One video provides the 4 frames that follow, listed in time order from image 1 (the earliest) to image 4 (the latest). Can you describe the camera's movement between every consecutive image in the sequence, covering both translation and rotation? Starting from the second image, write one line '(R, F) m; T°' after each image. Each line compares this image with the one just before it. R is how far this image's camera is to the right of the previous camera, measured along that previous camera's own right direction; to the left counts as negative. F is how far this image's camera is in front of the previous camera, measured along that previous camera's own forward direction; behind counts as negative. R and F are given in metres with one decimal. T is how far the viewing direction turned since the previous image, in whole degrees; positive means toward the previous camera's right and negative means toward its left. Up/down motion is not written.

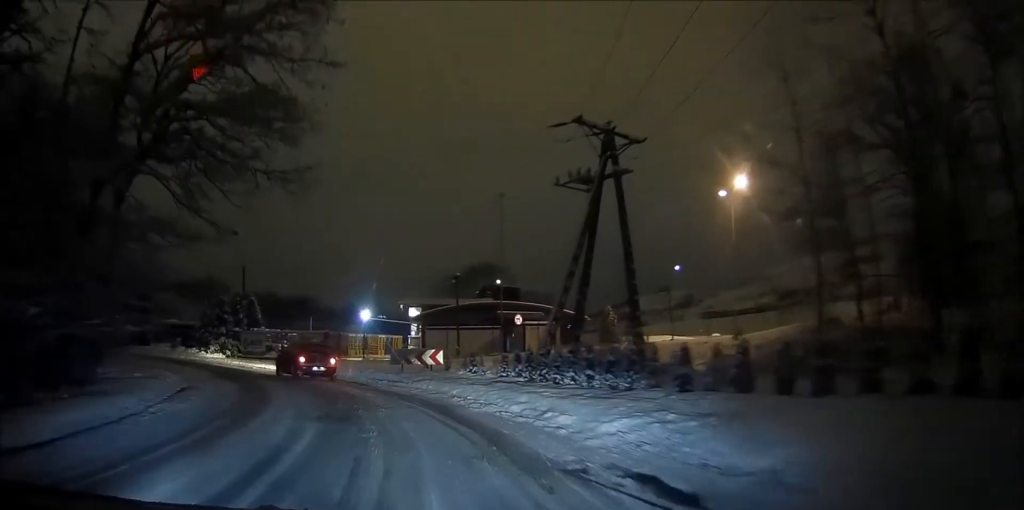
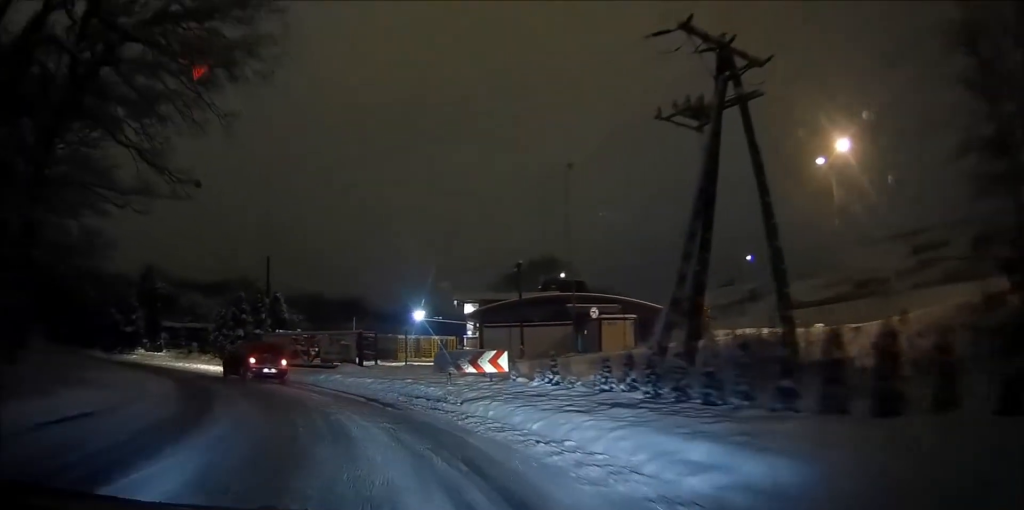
(-0.7, +8.1) m; -8°
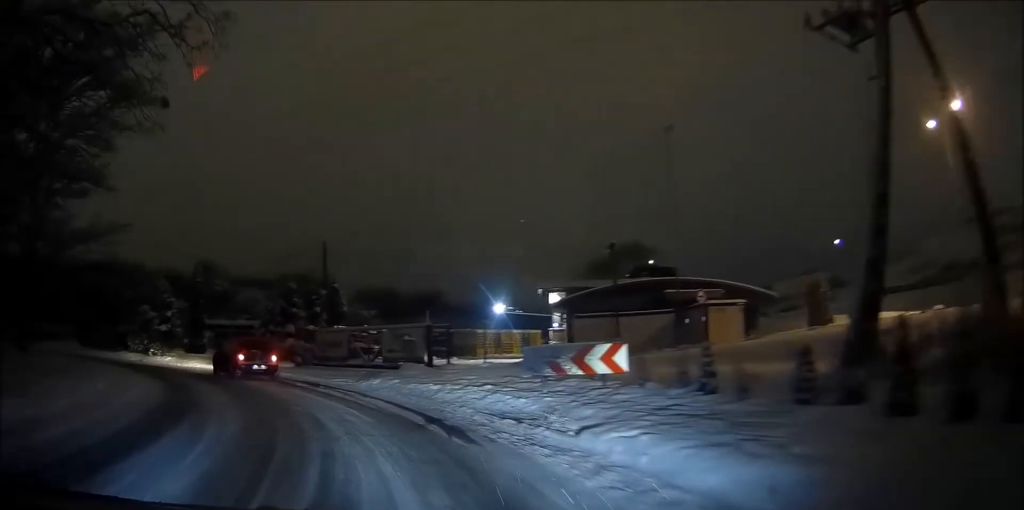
(-0.1, +5.6) m; -6°
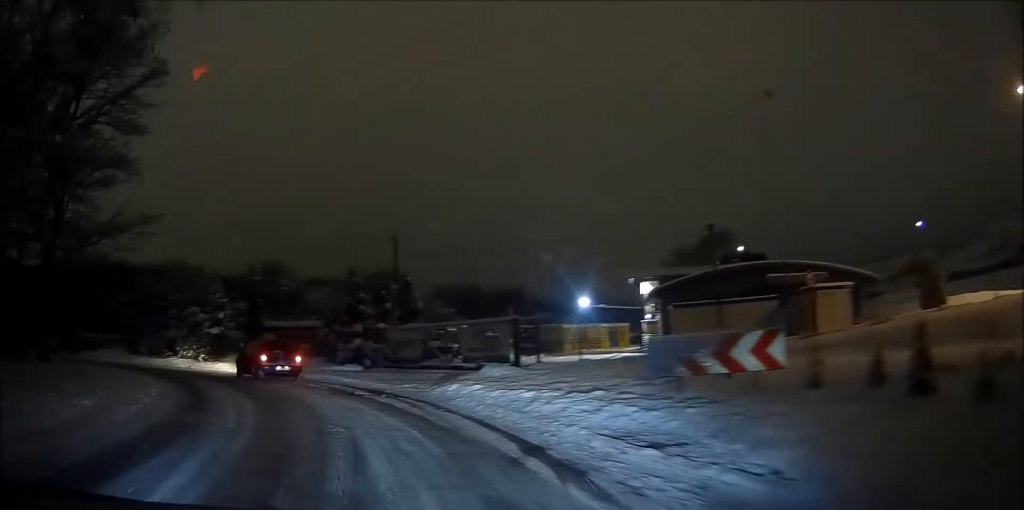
(-0.3, +3.5) m; -6°
